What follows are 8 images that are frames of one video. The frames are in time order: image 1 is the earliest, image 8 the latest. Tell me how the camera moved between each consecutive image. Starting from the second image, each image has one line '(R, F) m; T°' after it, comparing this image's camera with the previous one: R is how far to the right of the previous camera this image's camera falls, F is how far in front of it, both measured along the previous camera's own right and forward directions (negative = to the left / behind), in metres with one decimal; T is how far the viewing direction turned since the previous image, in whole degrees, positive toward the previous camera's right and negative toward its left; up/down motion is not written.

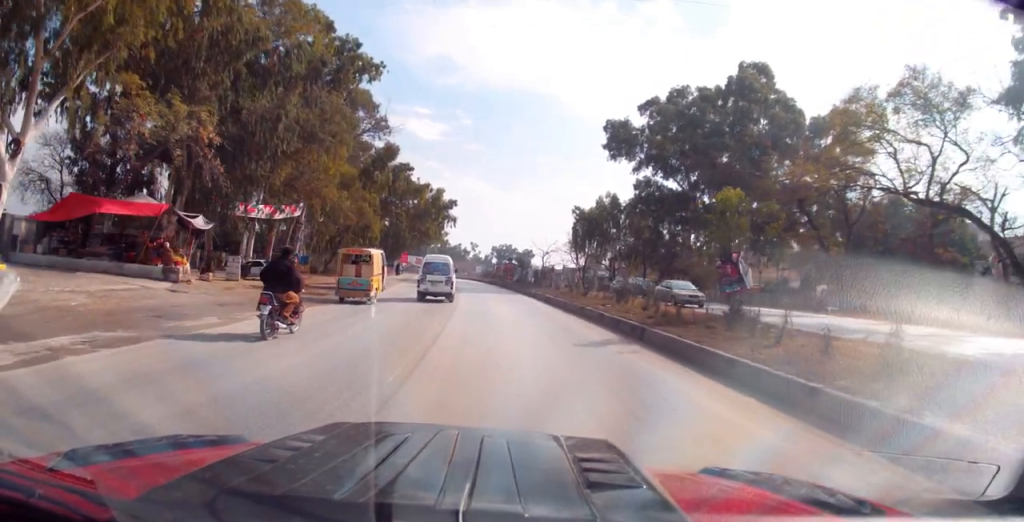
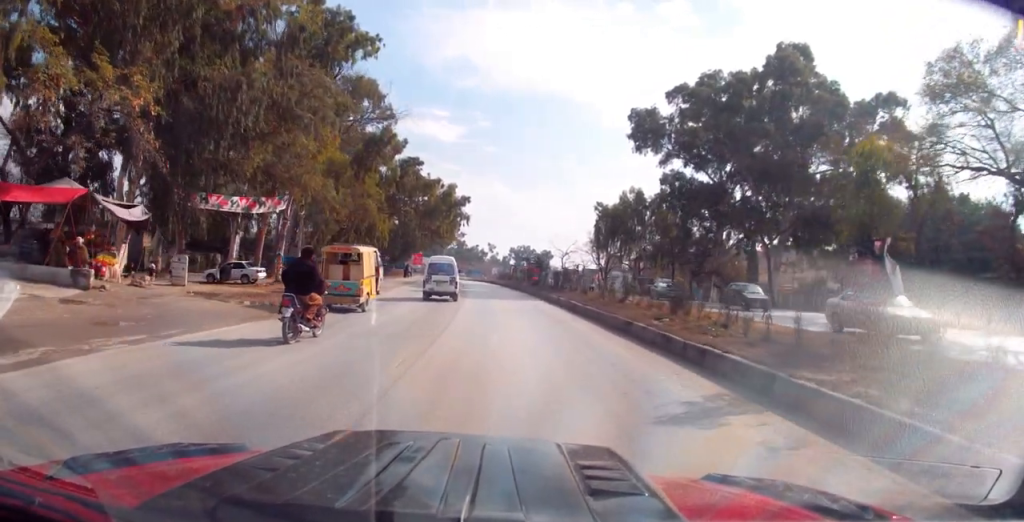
(0.0, +5.2) m; +1°
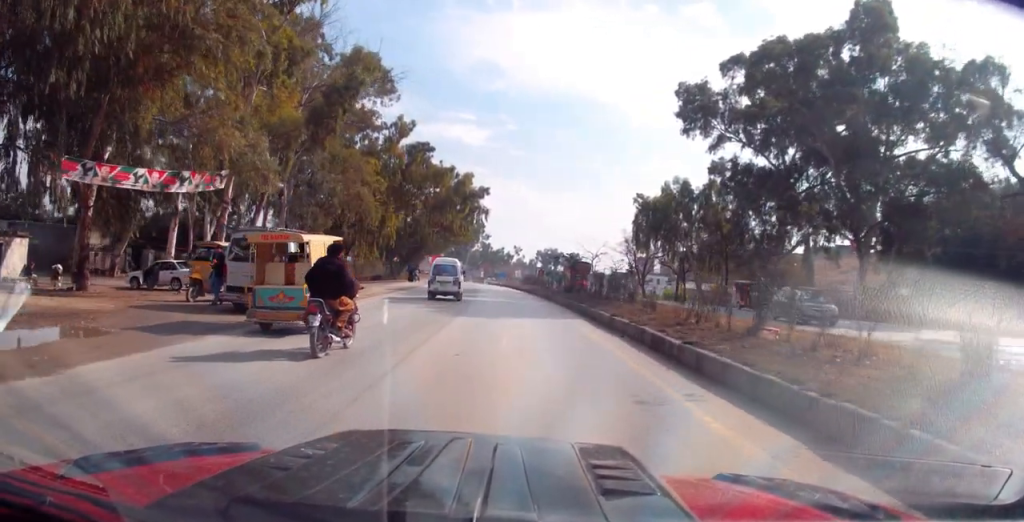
(+0.5, +9.7) m; 0°
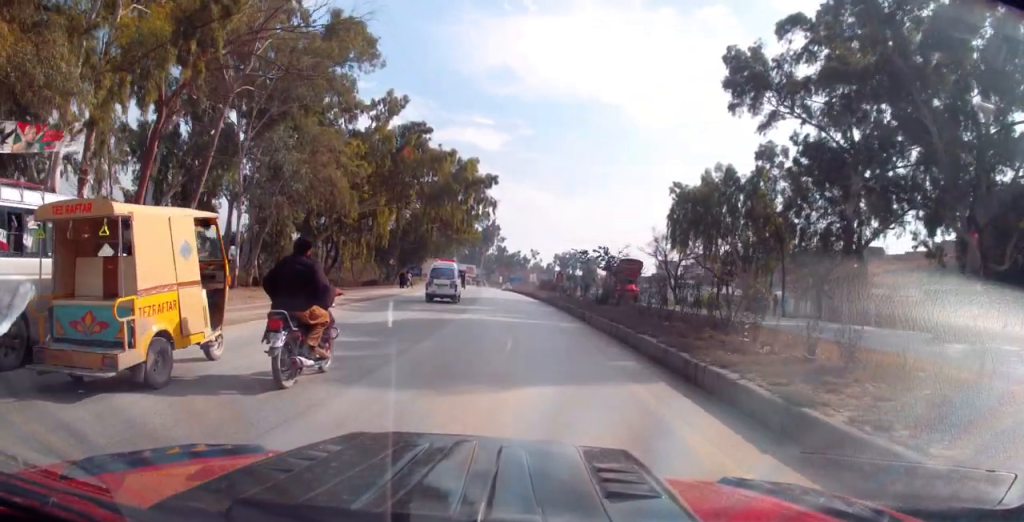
(-0.7, +9.7) m; -3°
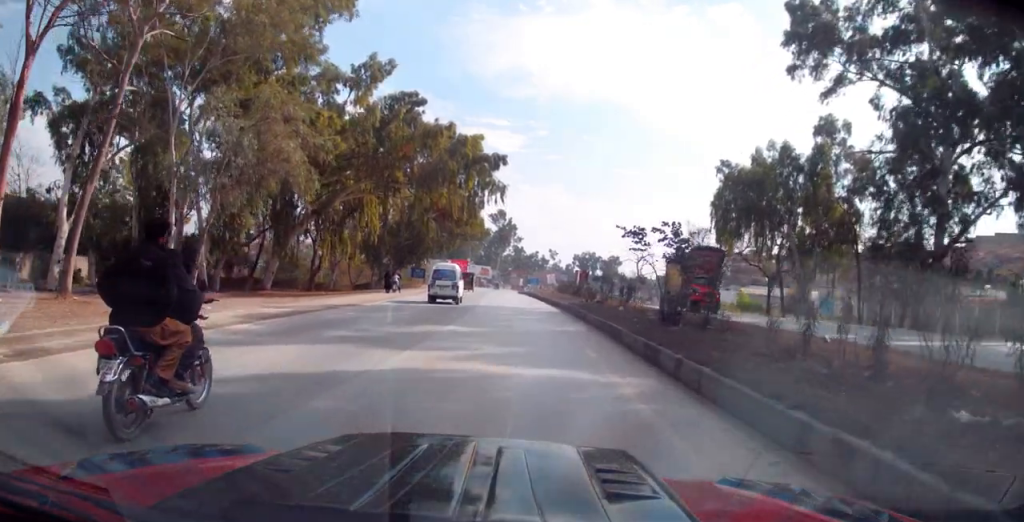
(+0.4, +9.4) m; +2°
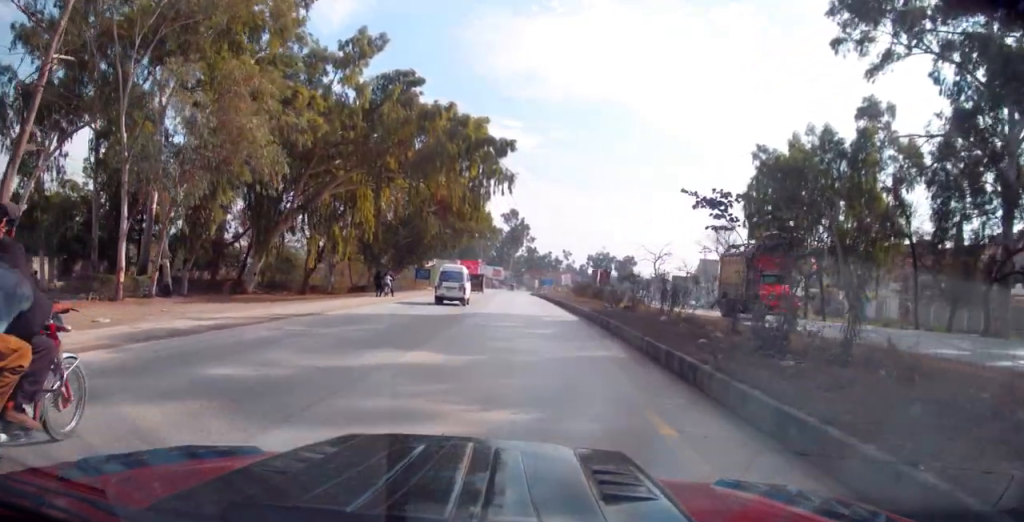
(-0.1, +5.3) m; -1°
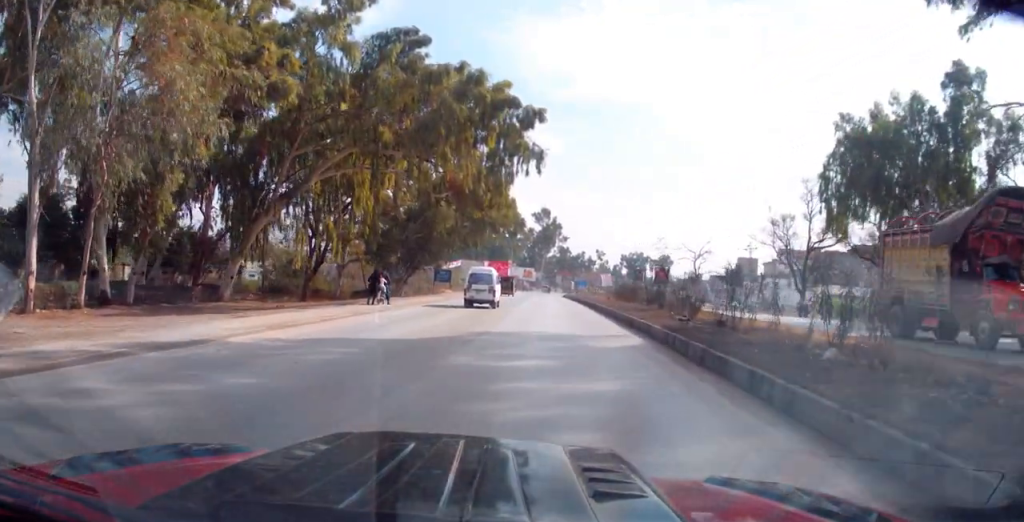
(-0.1, +7.3) m; -2°
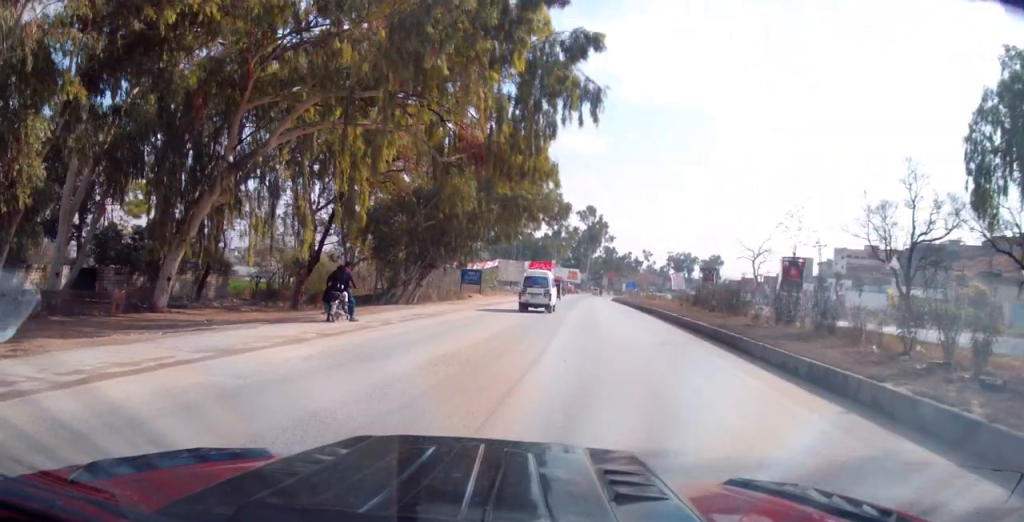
(0.0, +10.1) m; -5°
